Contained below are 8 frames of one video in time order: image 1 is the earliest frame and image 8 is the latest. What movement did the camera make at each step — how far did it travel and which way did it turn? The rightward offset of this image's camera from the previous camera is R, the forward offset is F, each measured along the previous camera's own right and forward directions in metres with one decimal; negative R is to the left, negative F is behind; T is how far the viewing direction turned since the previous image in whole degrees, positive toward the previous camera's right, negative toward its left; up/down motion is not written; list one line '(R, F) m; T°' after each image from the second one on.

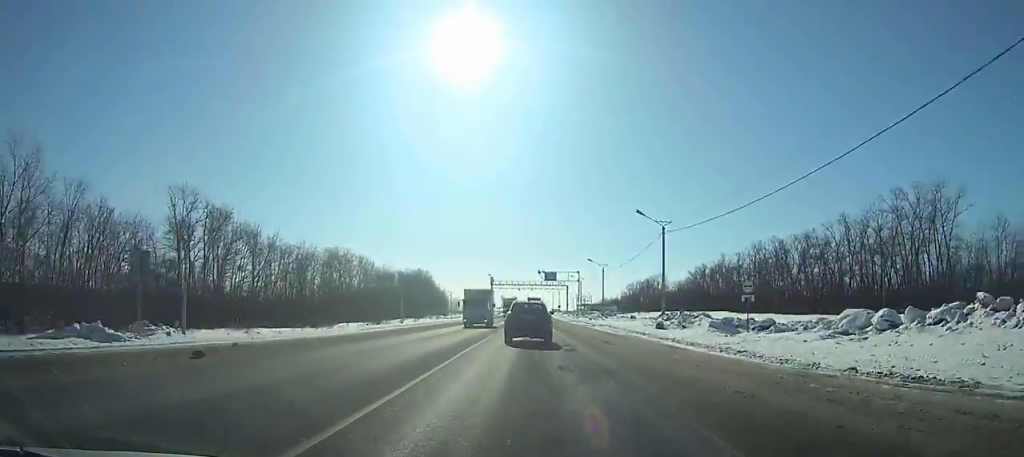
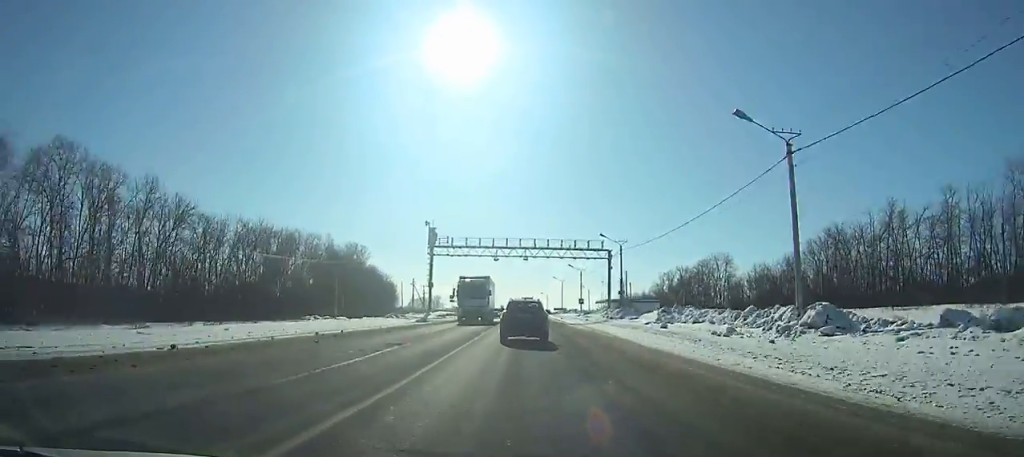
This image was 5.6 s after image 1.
(0.0, +101.5) m; 0°
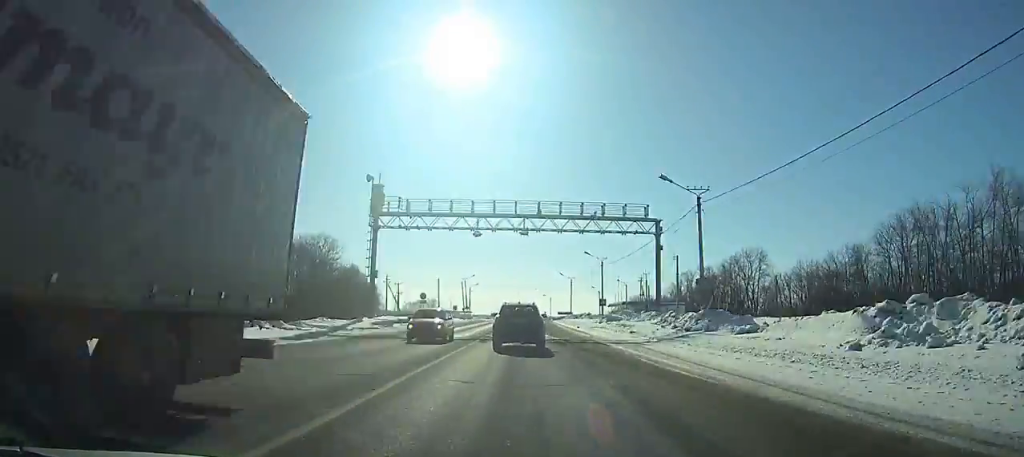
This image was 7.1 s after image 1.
(0.0, +27.3) m; 0°
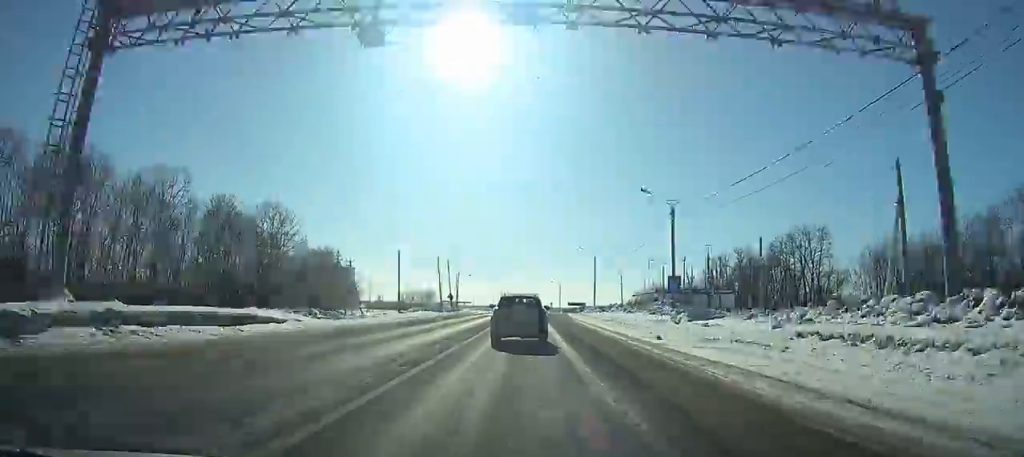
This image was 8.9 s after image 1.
(0.0, +32.8) m; 0°
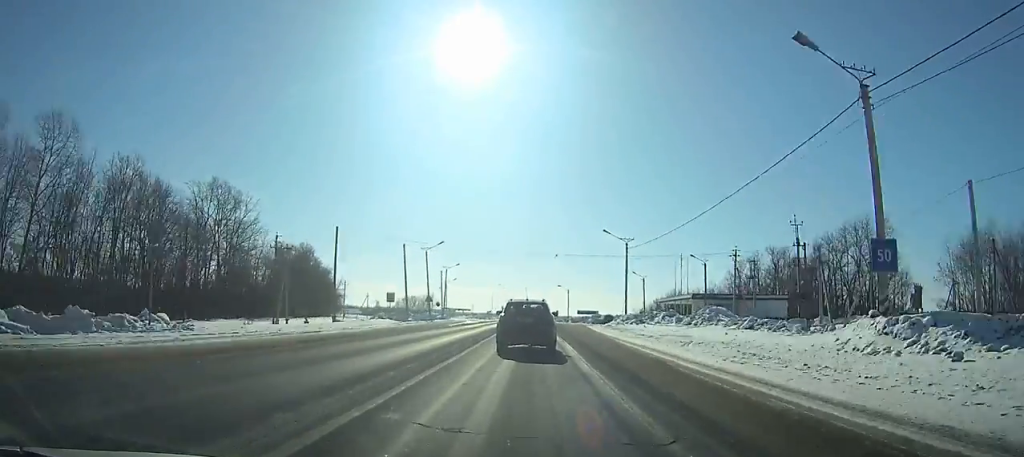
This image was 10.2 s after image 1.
(0.0, +23.7) m; 0°
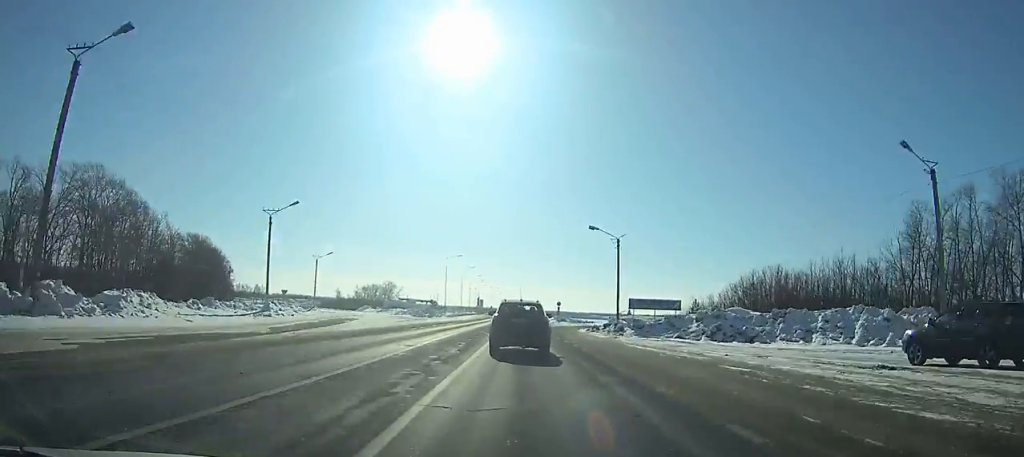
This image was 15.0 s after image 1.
(+0.4, +86.7) m; 0°
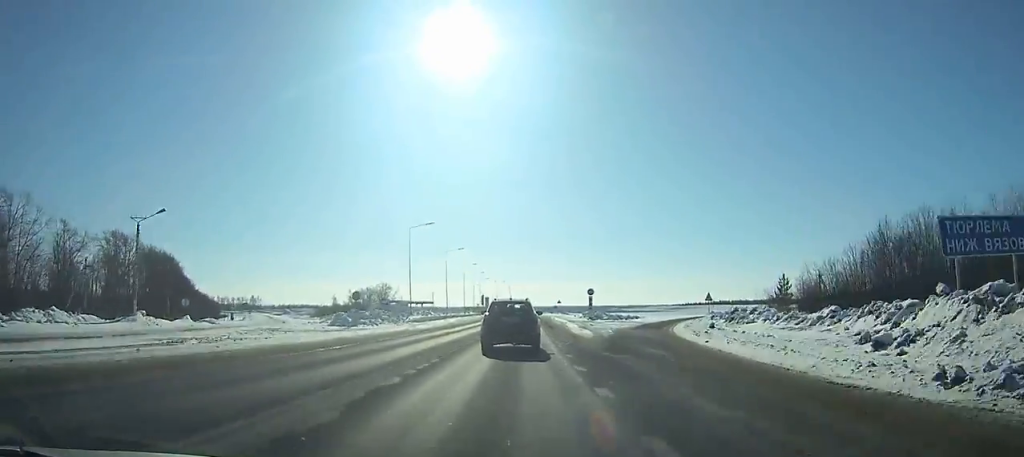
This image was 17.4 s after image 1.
(-0.2, +43.6) m; 0°
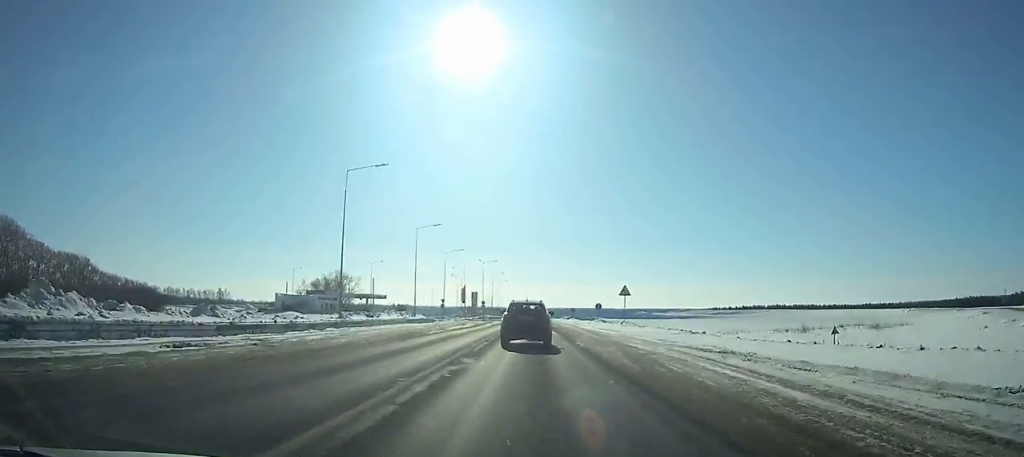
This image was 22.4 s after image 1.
(-0.8, +92.6) m; -1°
